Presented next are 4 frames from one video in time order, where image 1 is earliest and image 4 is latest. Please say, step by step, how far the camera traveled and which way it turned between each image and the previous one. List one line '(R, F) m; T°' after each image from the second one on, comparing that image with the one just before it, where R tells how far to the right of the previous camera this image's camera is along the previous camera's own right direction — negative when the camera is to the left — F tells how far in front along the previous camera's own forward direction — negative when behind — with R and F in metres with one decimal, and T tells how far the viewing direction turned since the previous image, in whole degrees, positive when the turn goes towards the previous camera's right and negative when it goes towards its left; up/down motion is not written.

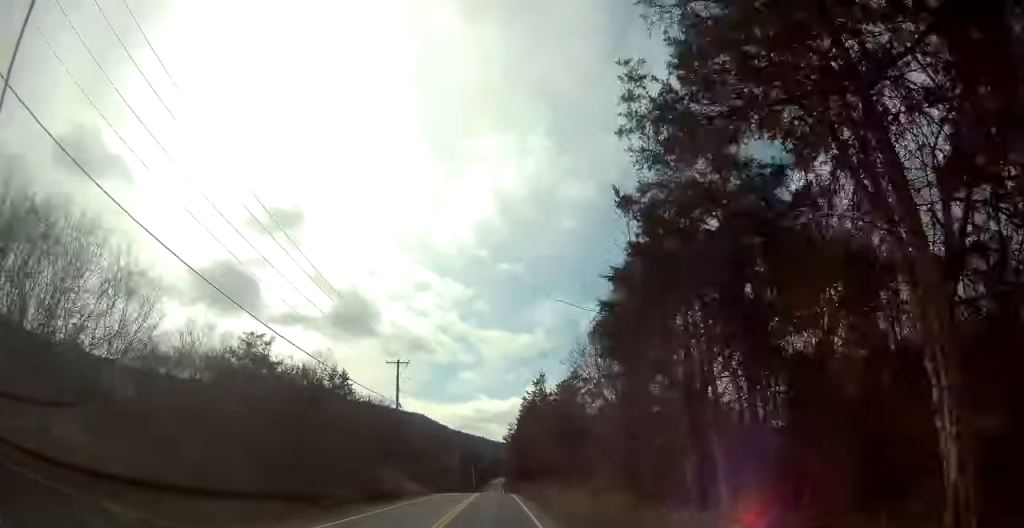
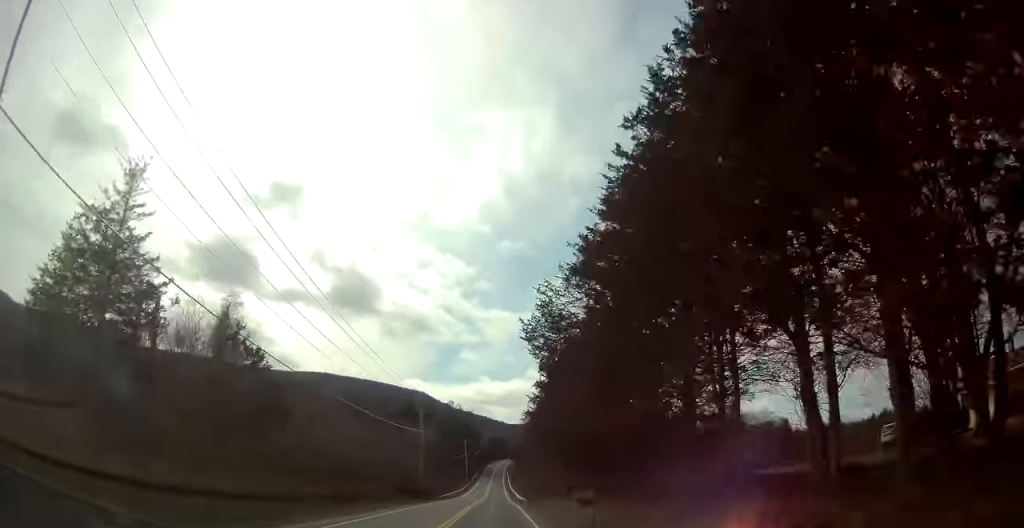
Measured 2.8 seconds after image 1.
(+0.6, +69.2) m; 0°
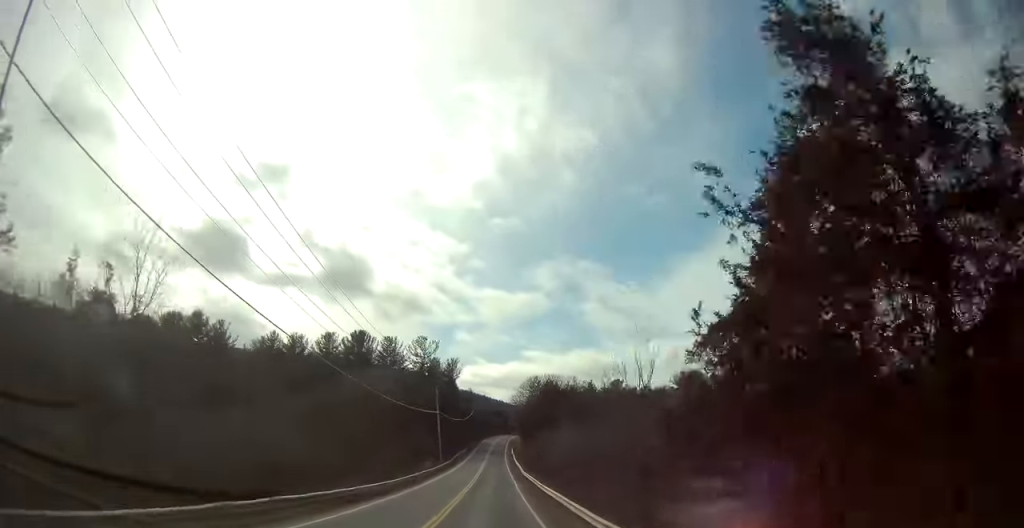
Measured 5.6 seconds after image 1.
(+0.7, +67.3) m; +1°
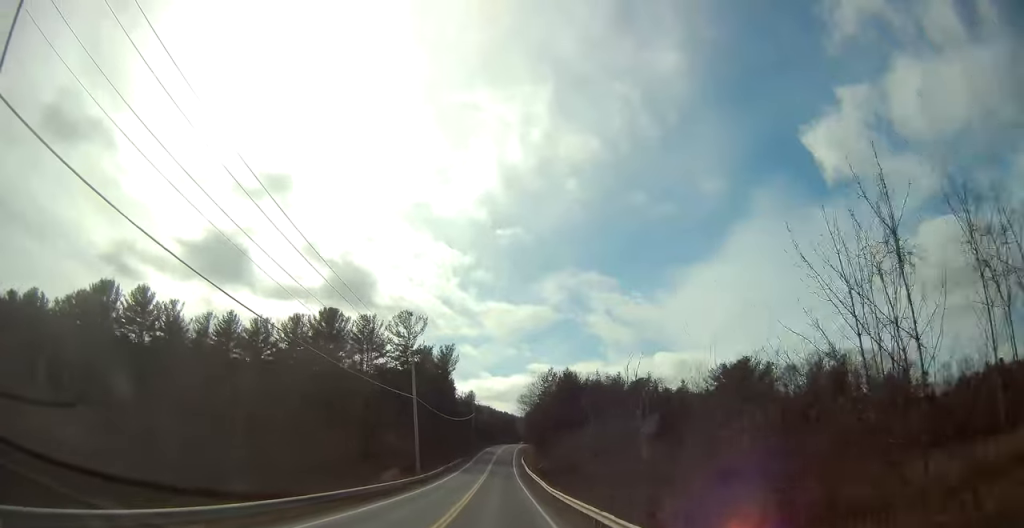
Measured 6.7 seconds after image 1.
(+0.3, +26.6) m; 0°
